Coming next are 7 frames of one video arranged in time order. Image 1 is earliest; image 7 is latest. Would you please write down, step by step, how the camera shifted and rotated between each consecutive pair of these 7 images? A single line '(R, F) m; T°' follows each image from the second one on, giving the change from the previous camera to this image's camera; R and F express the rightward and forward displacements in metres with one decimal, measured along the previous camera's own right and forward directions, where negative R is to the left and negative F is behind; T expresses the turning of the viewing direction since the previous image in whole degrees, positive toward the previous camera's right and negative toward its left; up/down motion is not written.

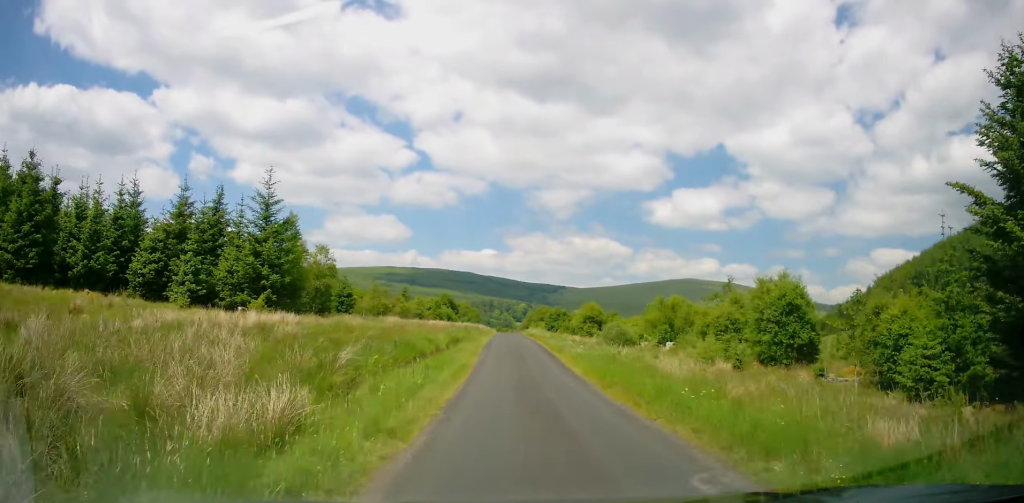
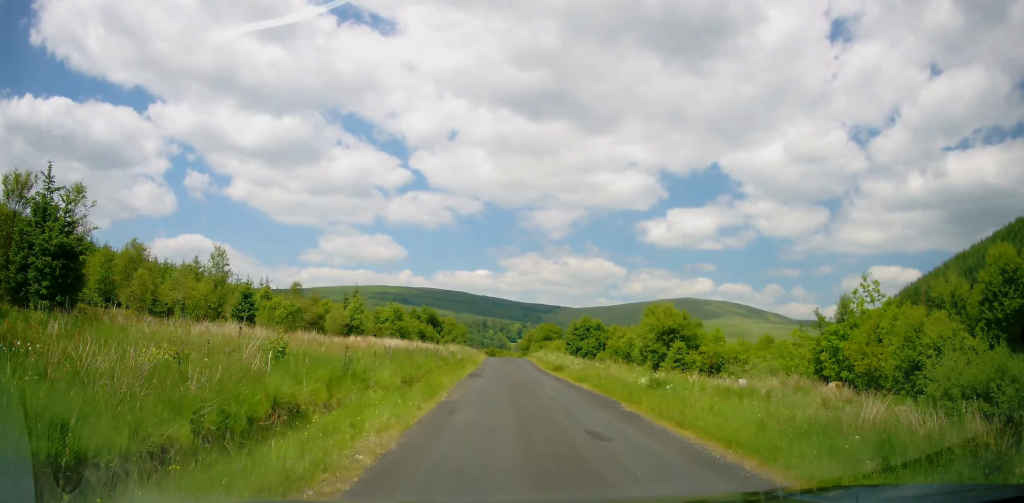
(0.0, +33.1) m; -1°
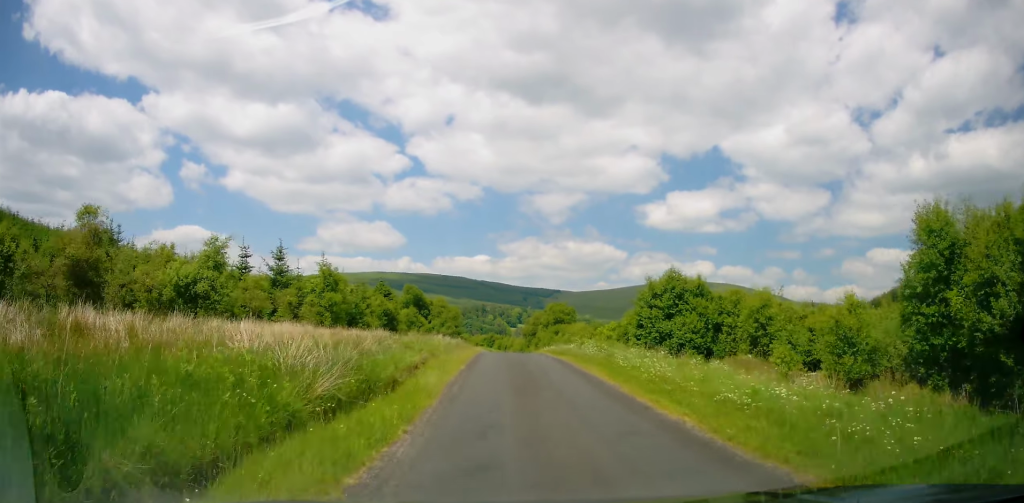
(+0.4, +27.2) m; +1°
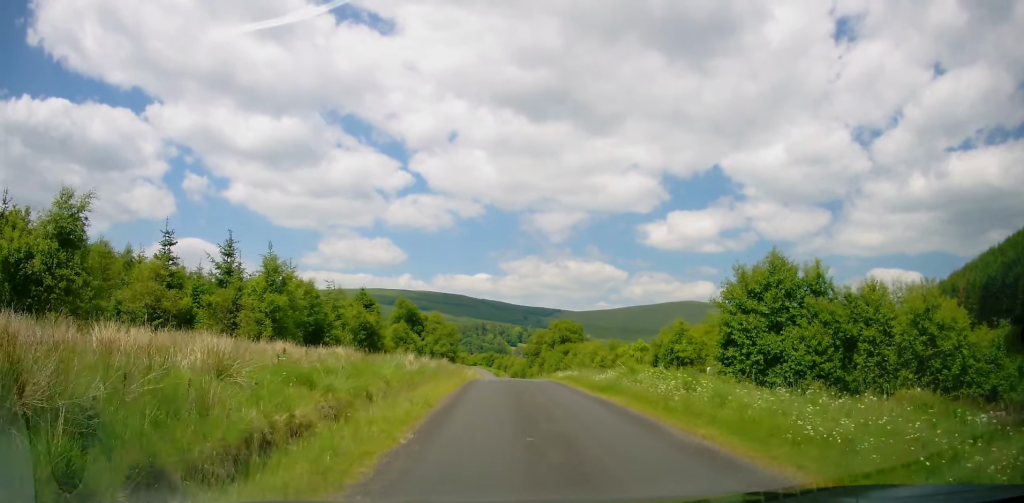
(-0.2, +10.2) m; 0°
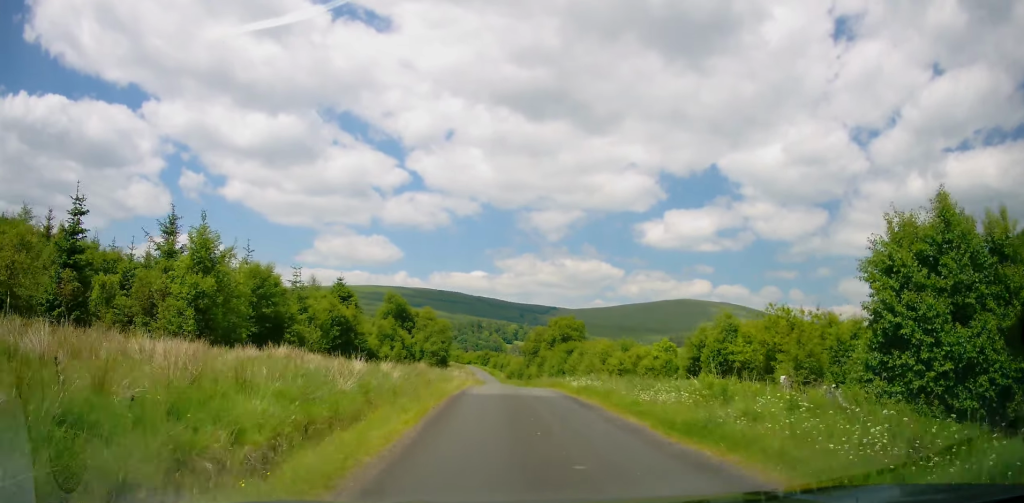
(0.0, +7.5) m; 0°
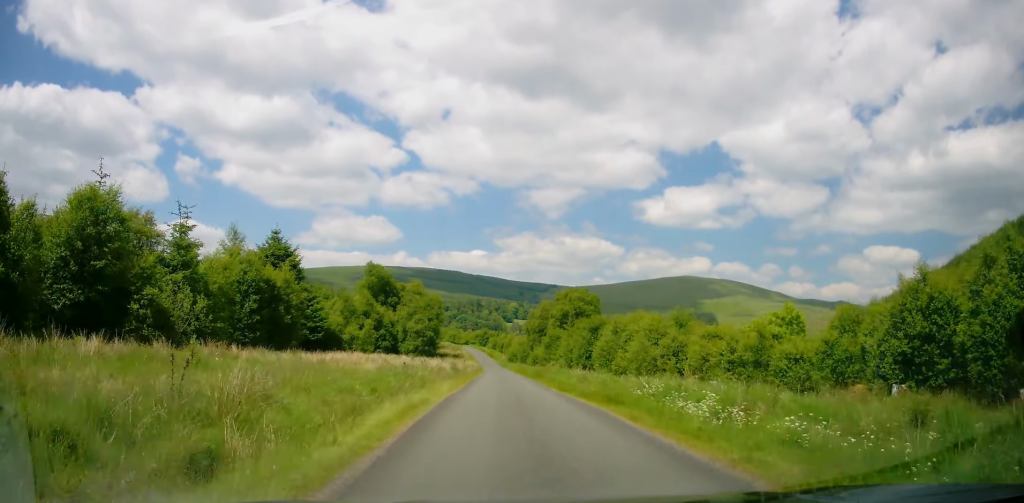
(0.0, +16.0) m; 0°
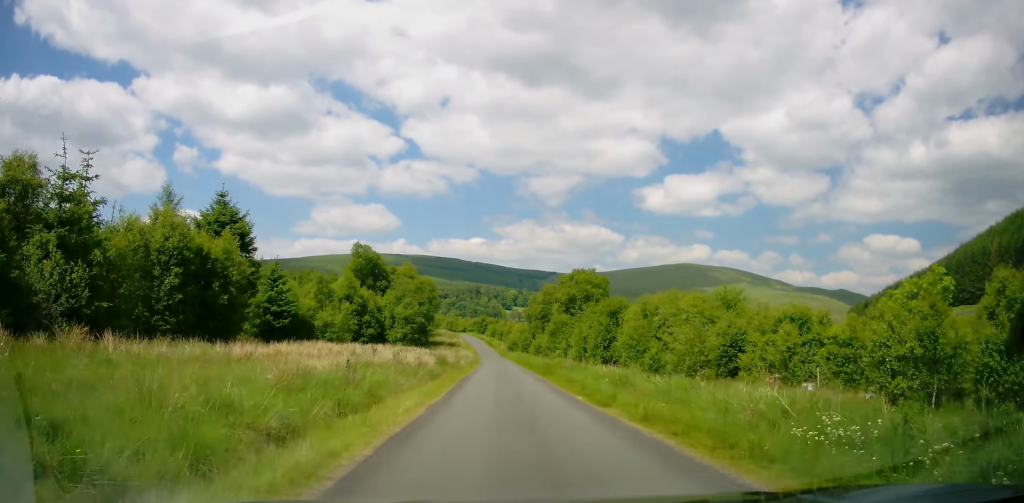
(-0.1, +7.7) m; 0°
